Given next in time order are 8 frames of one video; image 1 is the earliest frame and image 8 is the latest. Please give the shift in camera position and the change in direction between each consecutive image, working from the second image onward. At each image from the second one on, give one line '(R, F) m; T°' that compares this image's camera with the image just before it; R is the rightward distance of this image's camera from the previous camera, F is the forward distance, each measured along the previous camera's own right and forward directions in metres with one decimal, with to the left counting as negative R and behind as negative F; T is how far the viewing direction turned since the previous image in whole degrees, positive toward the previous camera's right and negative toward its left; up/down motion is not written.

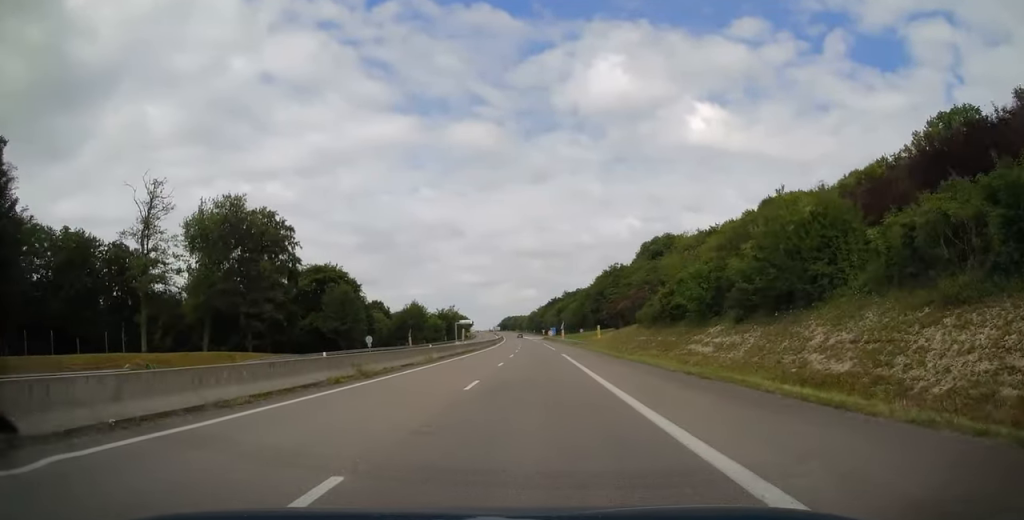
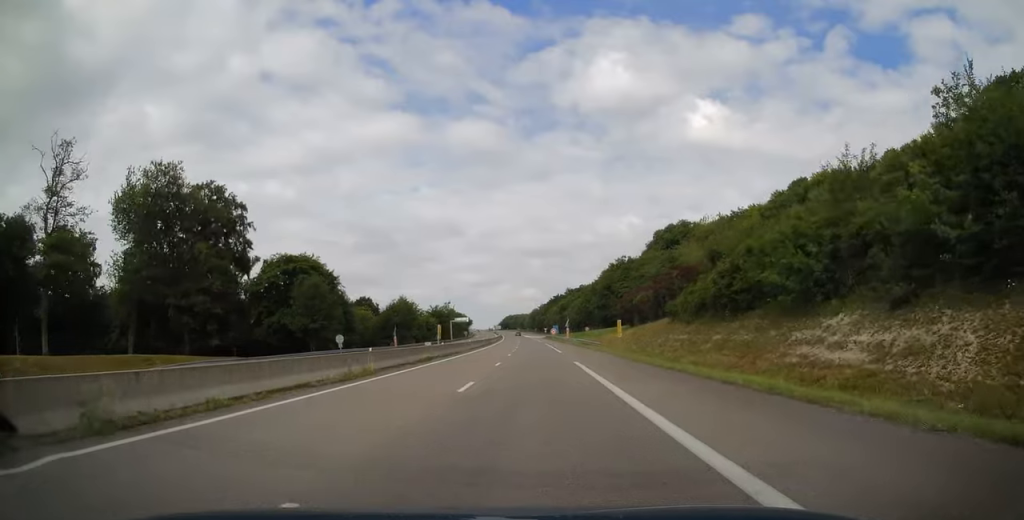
(-0.1, +14.1) m; -1°
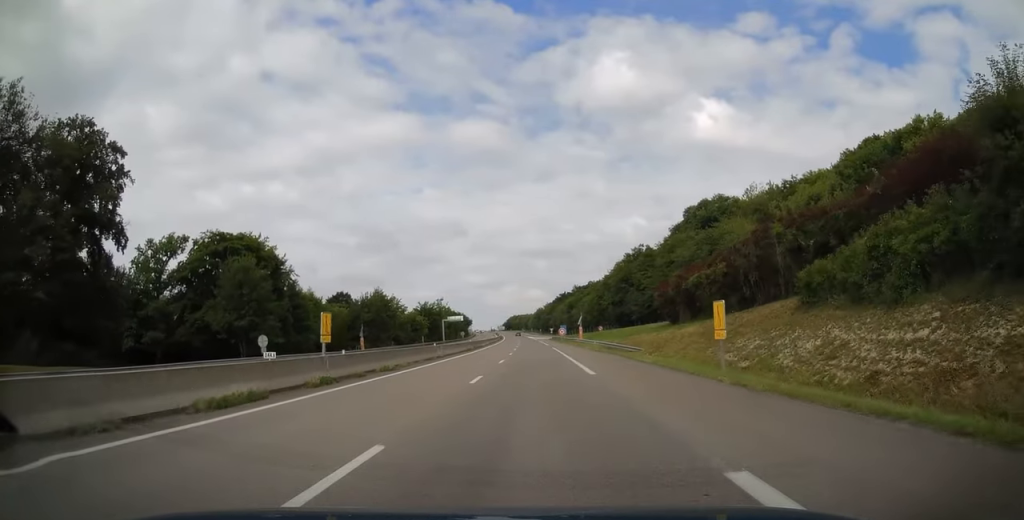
(-0.3, +23.3) m; -1°
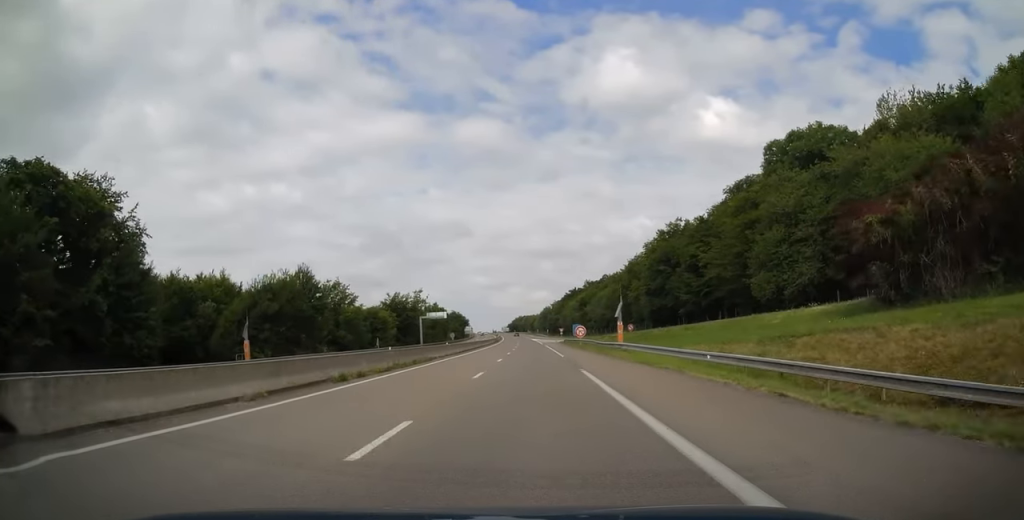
(-0.3, +36.9) m; -1°
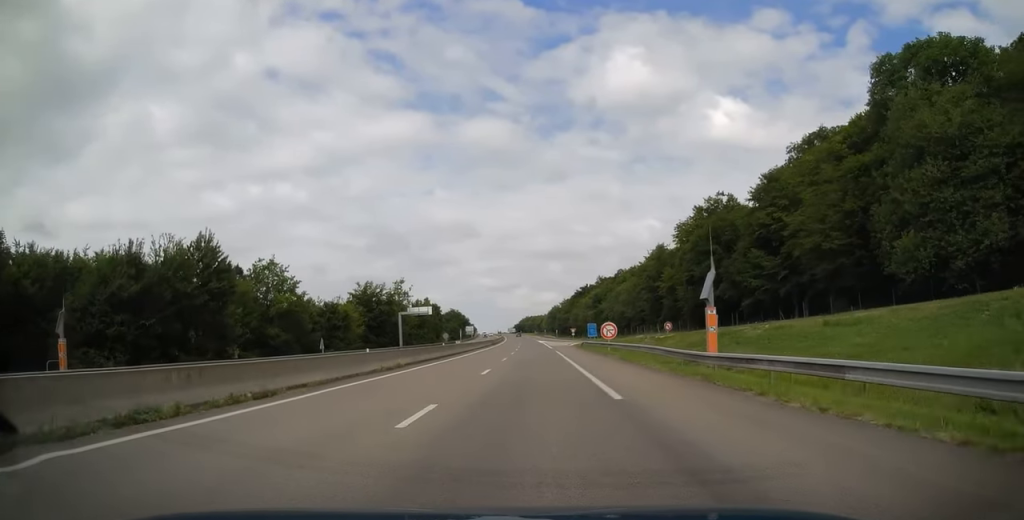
(0.0, +23.8) m; 0°
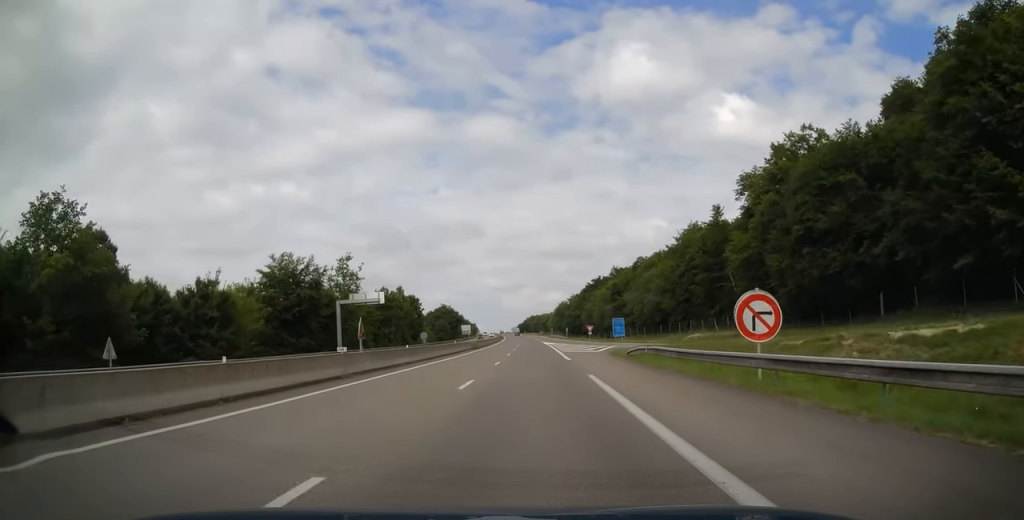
(0.0, +32.5) m; -1°
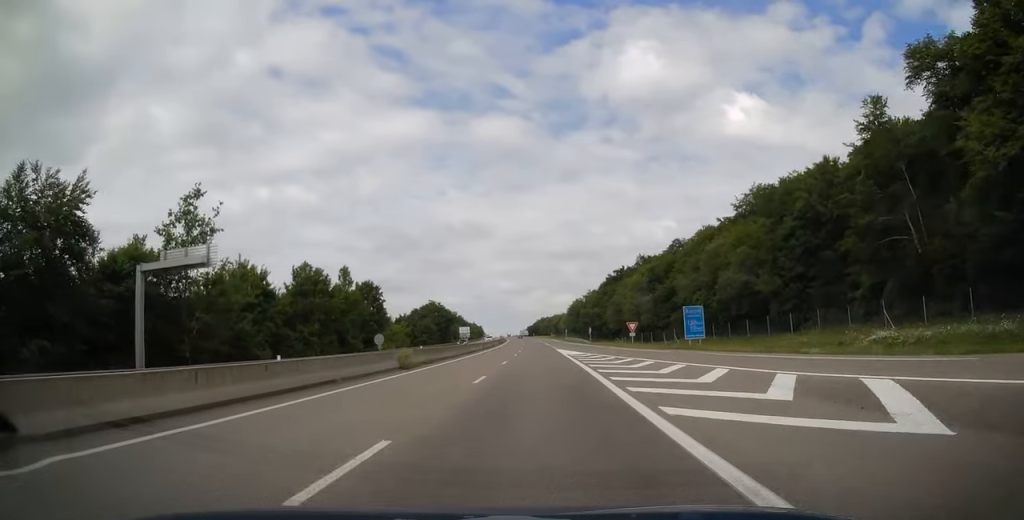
(-0.4, +36.8) m; -1°
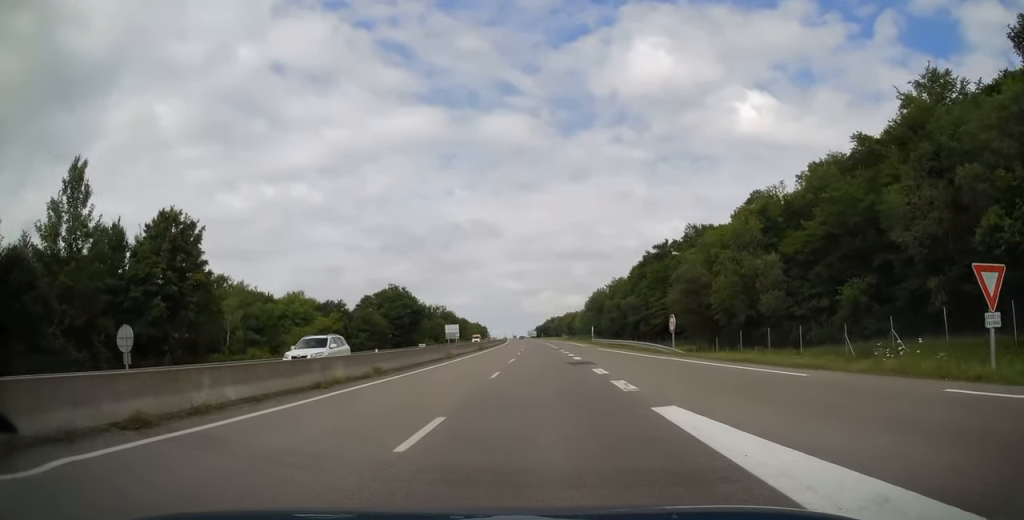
(-0.1, +49.9) m; -1°
